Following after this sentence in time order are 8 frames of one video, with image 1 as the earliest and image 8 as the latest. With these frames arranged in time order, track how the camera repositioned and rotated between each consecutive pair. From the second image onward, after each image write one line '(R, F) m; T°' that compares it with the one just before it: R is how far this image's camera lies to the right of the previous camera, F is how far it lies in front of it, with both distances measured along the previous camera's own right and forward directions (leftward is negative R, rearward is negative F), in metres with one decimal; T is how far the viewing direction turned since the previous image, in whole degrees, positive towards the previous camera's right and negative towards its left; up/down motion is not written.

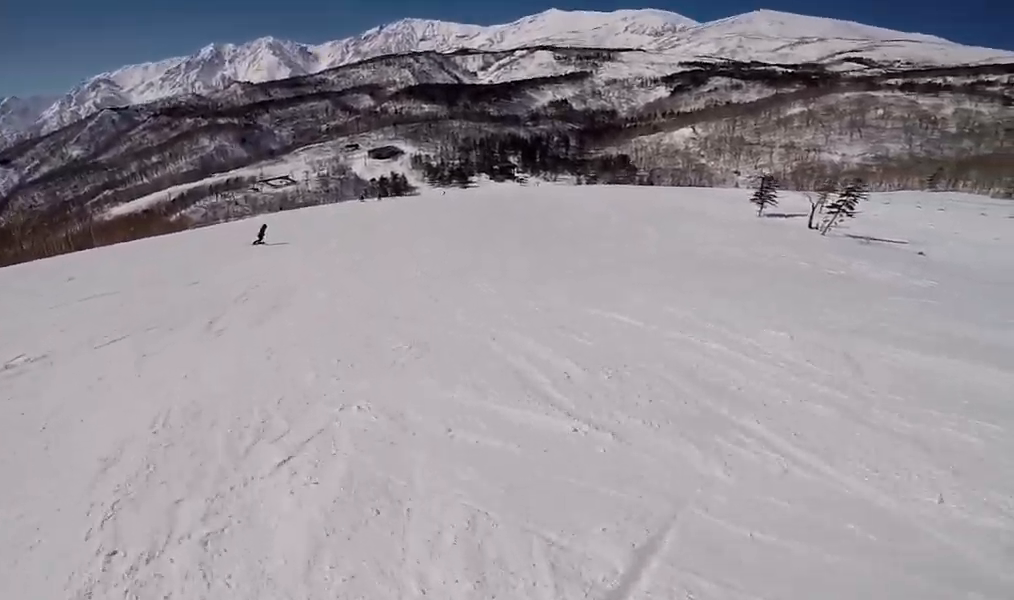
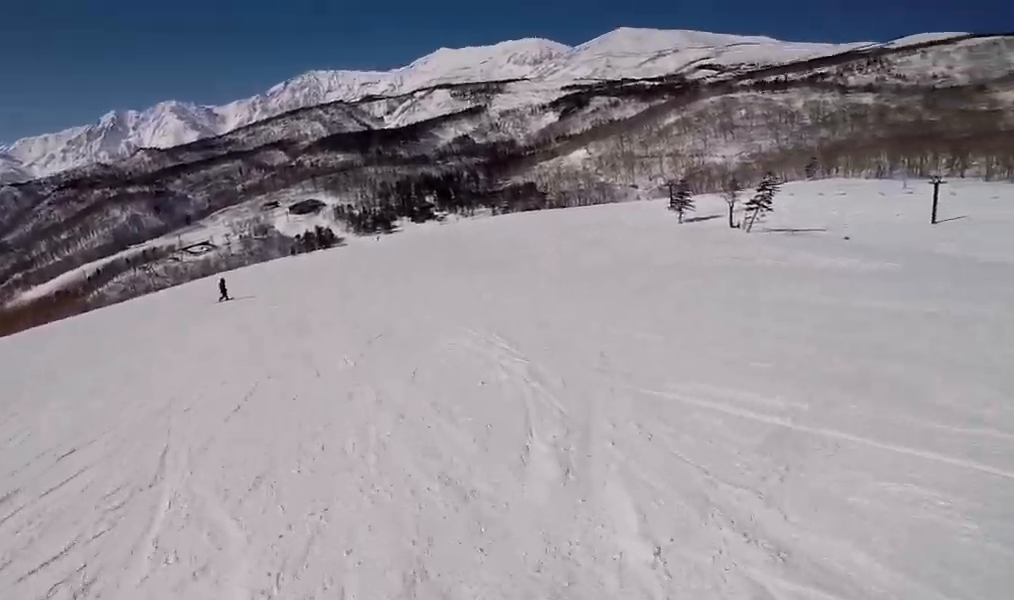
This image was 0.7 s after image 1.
(+0.6, +7.1) m; +2°
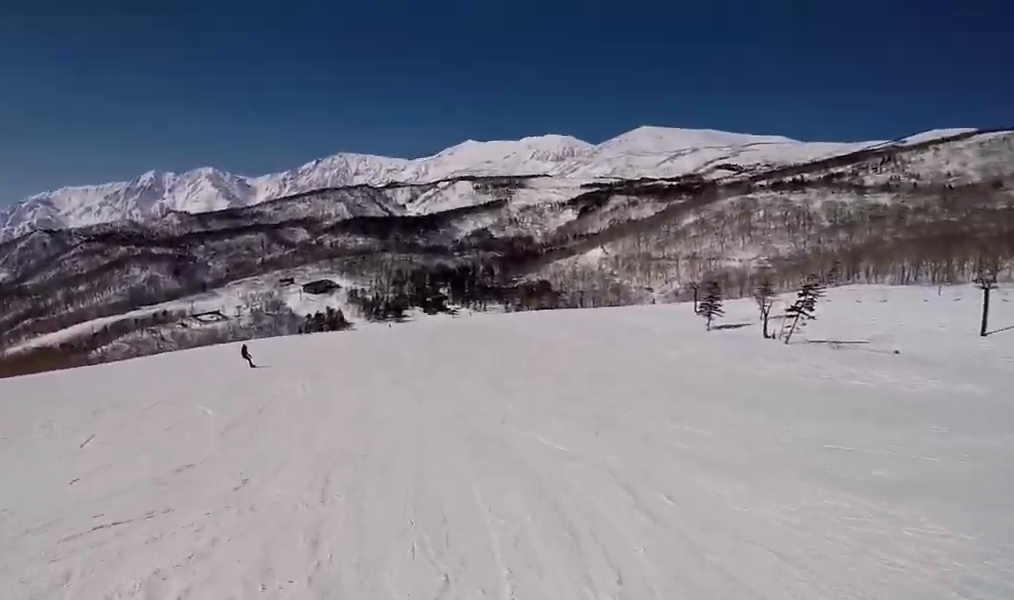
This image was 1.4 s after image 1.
(+0.3, +7.9) m; +1°
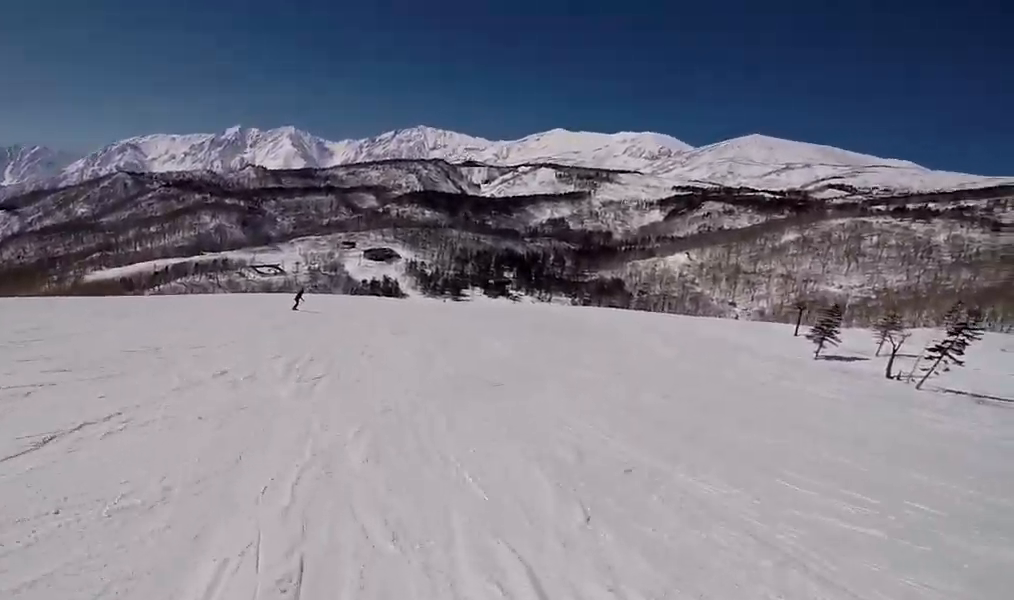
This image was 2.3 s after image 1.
(-0.7, +9.8) m; +3°
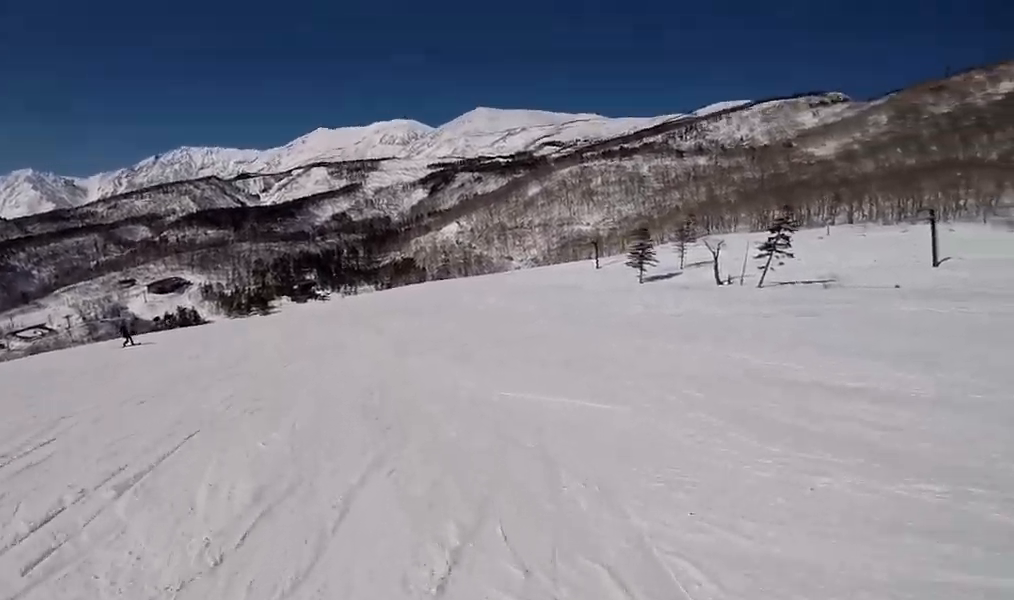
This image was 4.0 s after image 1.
(+3.9, +18.1) m; +12°
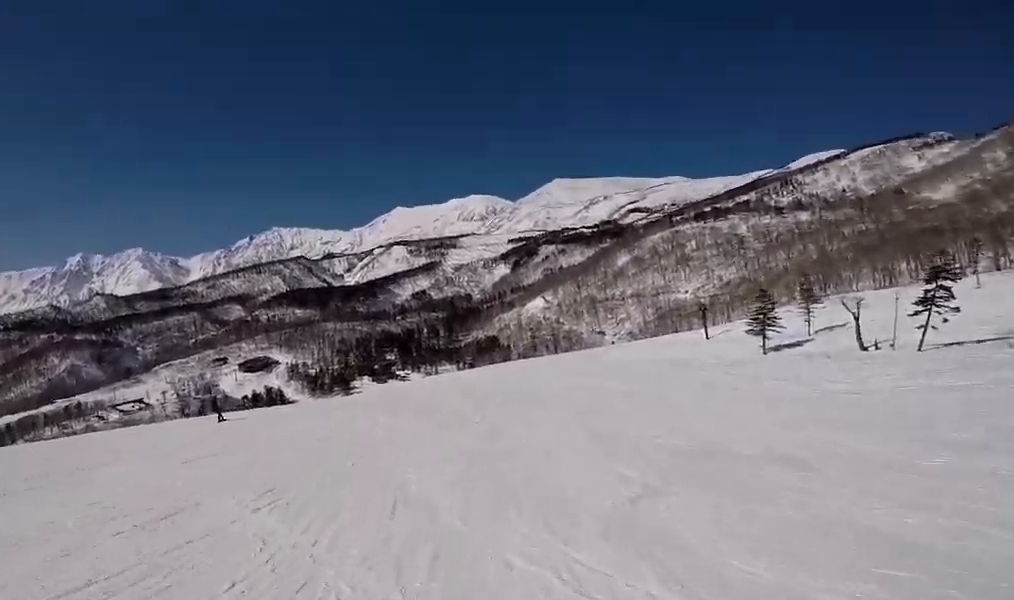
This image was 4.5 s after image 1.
(-0.2, +5.6) m; -3°
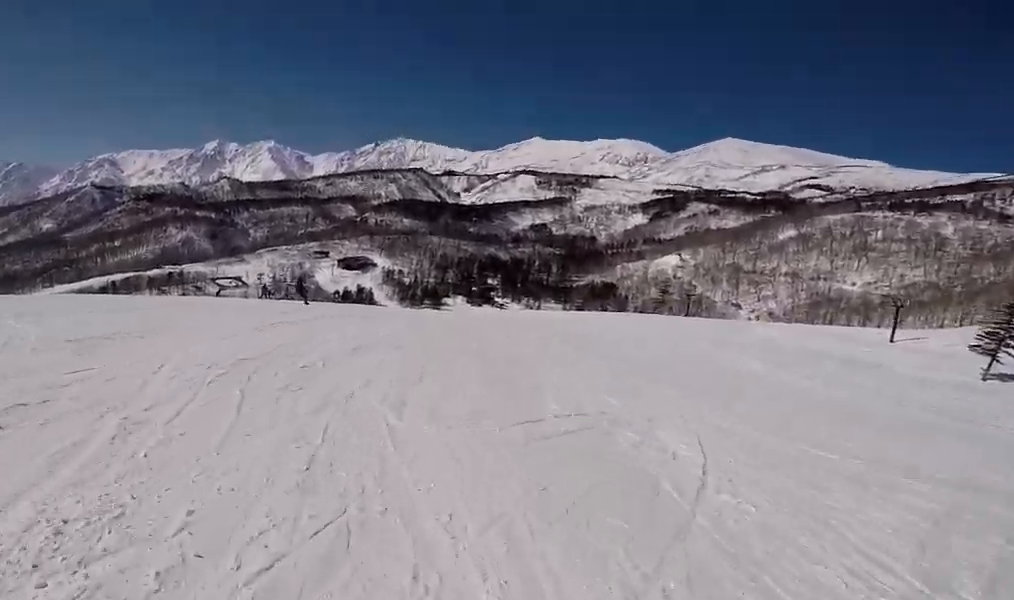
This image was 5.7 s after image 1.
(-1.0, +12.1) m; -5°
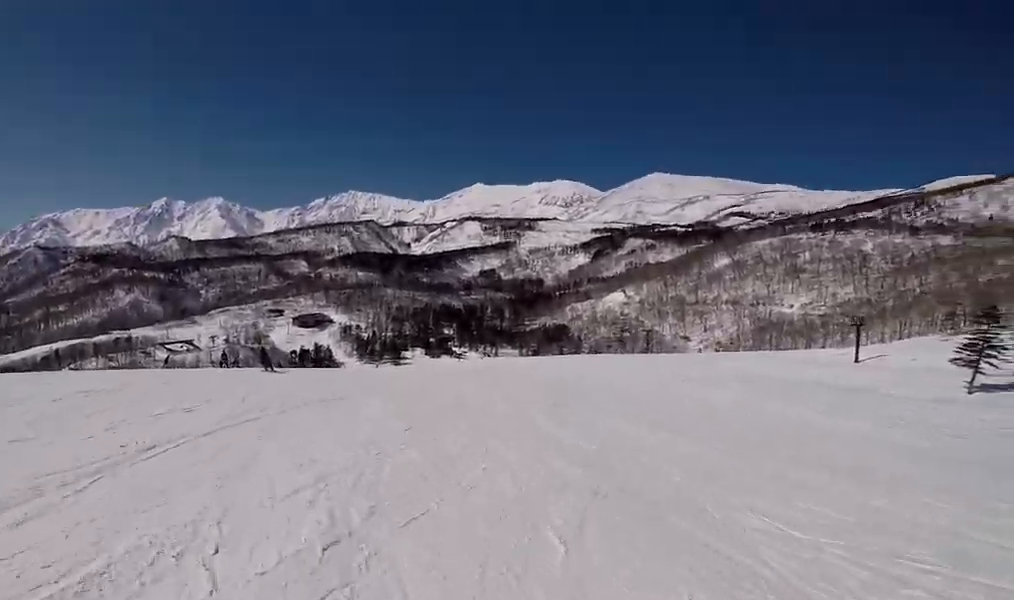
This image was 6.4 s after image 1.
(0.0, +6.3) m; 0°
